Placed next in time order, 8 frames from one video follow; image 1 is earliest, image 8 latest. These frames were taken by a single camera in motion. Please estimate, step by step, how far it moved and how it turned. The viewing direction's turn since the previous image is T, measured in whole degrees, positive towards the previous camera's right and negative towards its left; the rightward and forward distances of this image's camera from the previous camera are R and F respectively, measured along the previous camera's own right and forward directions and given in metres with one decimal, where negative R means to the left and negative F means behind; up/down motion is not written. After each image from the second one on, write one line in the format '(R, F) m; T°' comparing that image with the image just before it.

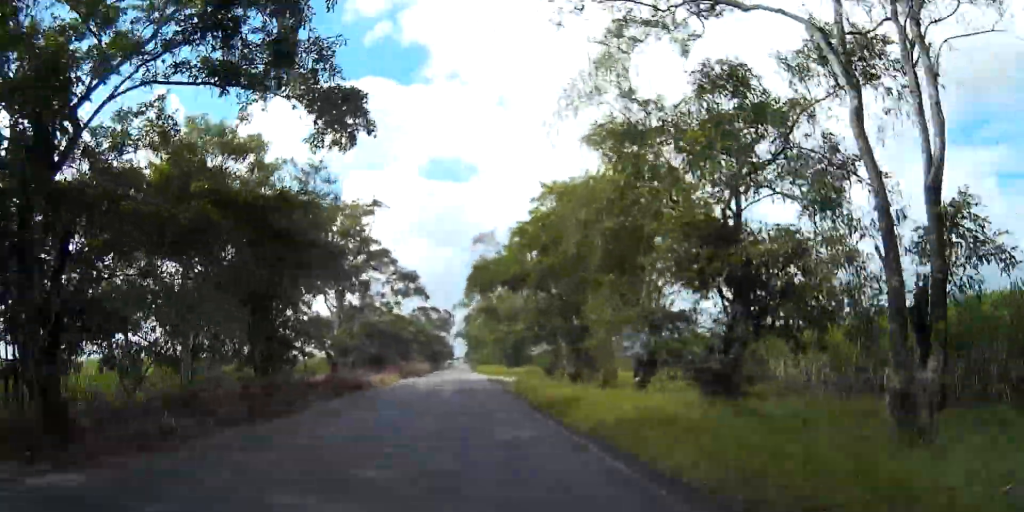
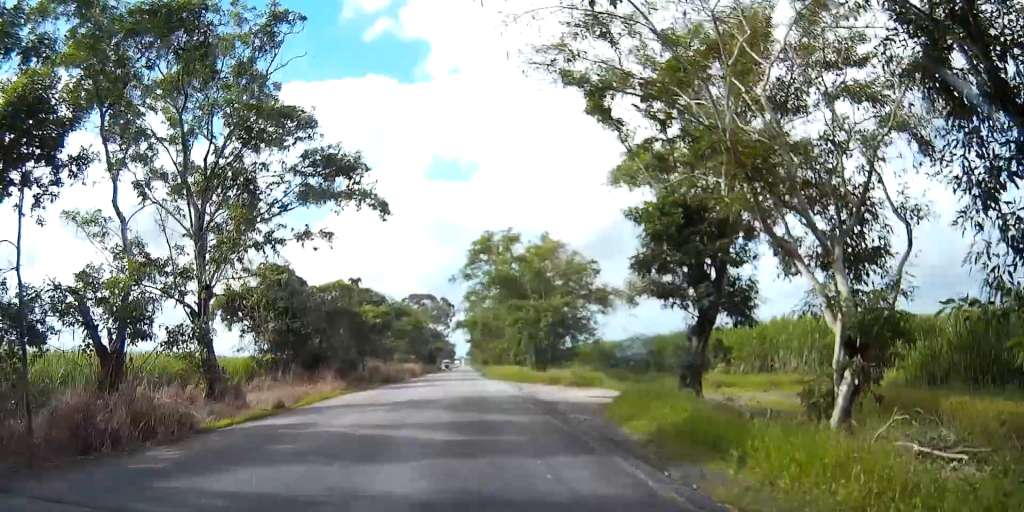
(0.0, +31.0) m; 0°
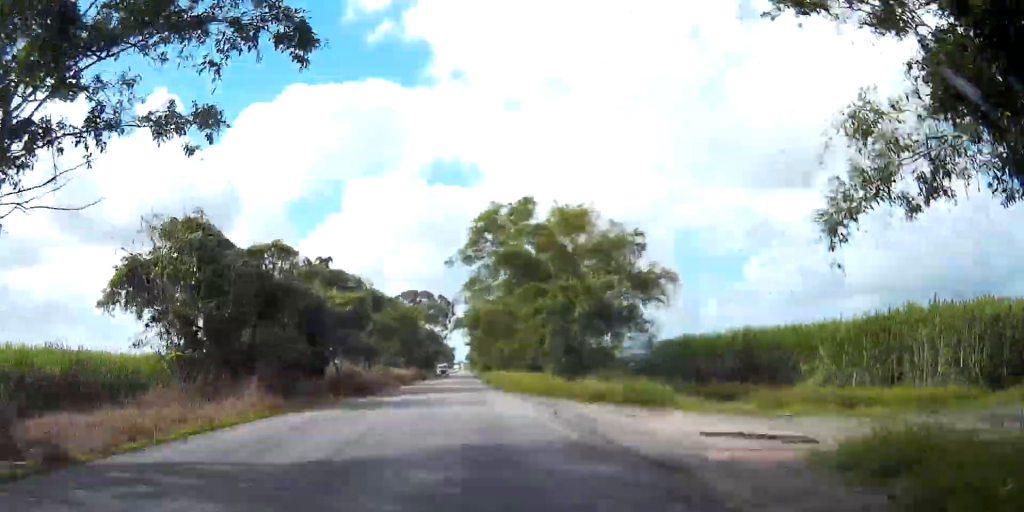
(0.0, +14.0) m; 0°
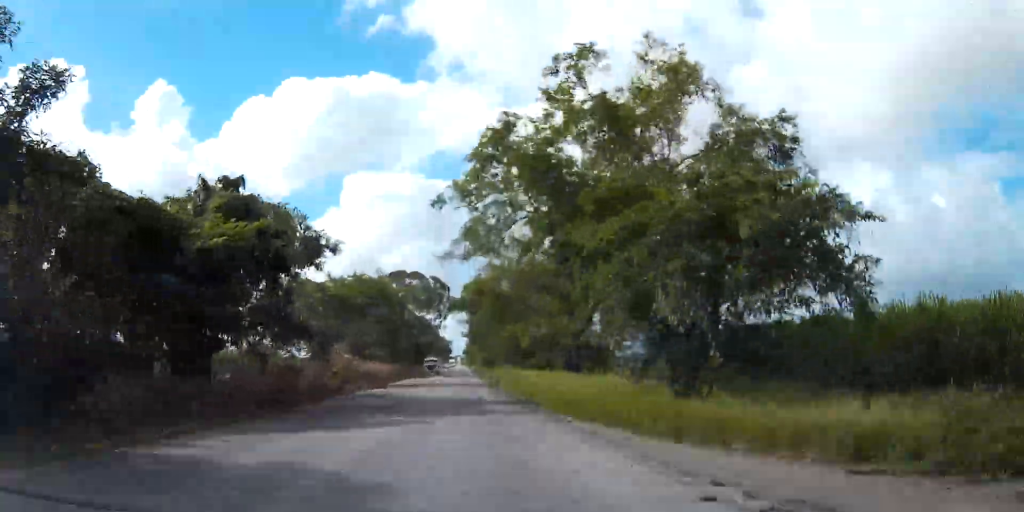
(0.0, +20.1) m; 0°
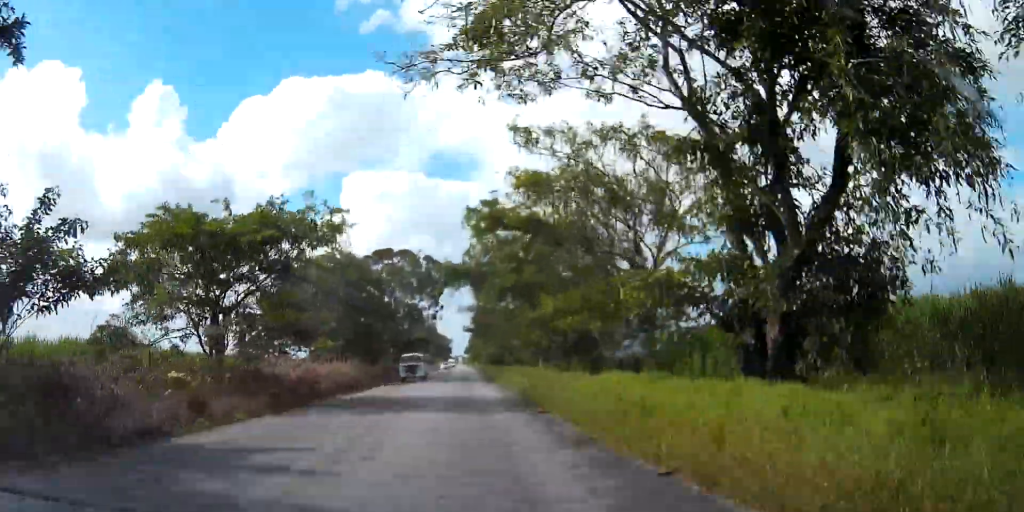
(0.0, +22.0) m; 0°
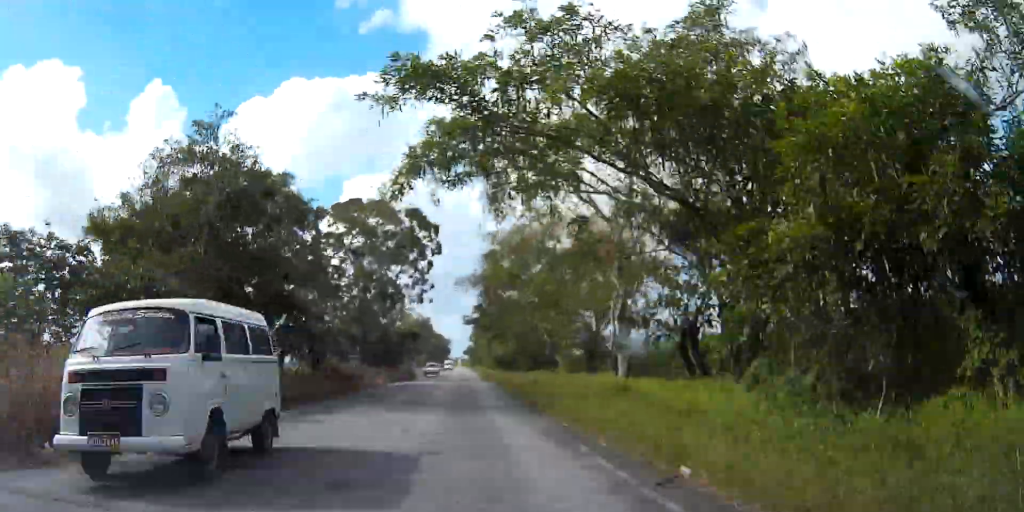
(0.0, +27.8) m; 0°
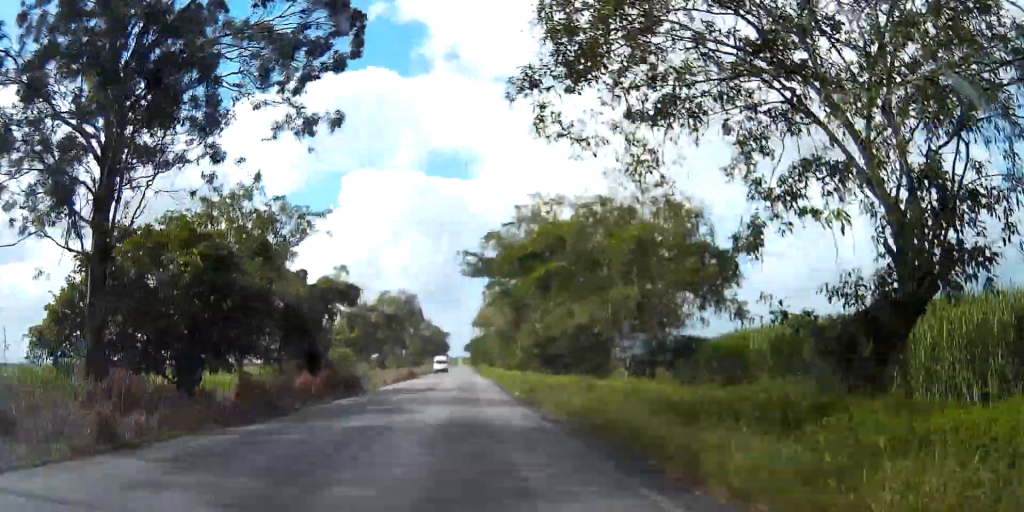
(+0.3, +45.3) m; +1°
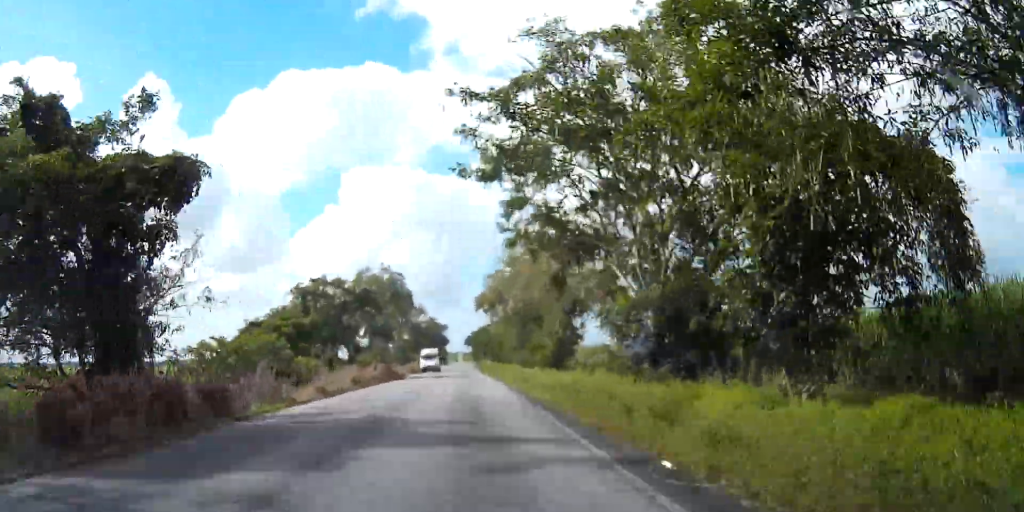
(0.0, +22.3) m; 0°
